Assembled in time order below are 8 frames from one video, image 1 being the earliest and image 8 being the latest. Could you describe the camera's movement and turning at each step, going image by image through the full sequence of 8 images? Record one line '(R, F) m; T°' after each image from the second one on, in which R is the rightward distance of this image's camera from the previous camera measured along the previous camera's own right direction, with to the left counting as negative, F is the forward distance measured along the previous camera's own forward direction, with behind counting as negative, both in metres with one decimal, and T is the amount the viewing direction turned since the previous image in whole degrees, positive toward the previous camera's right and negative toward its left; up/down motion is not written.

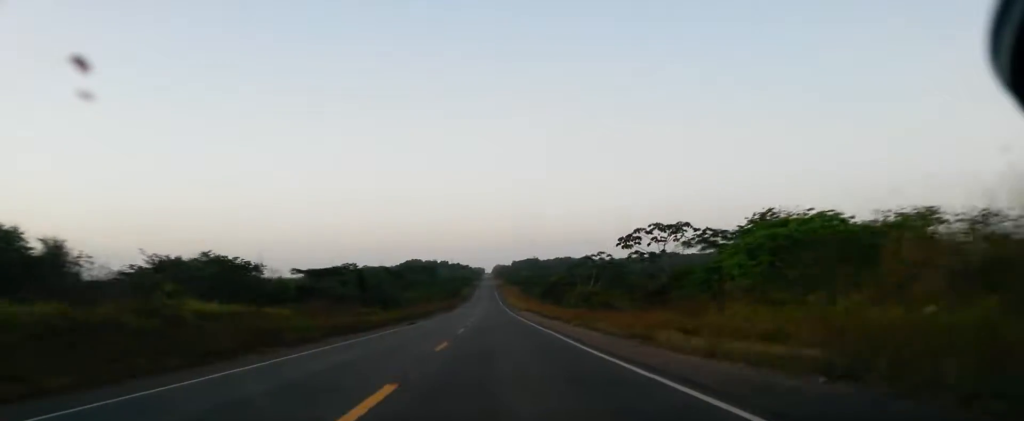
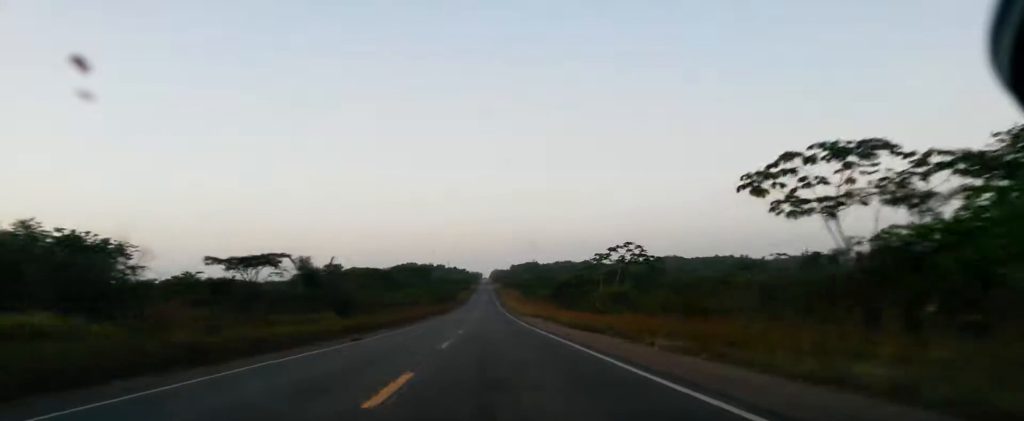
(-1.2, +21.4) m; +2°
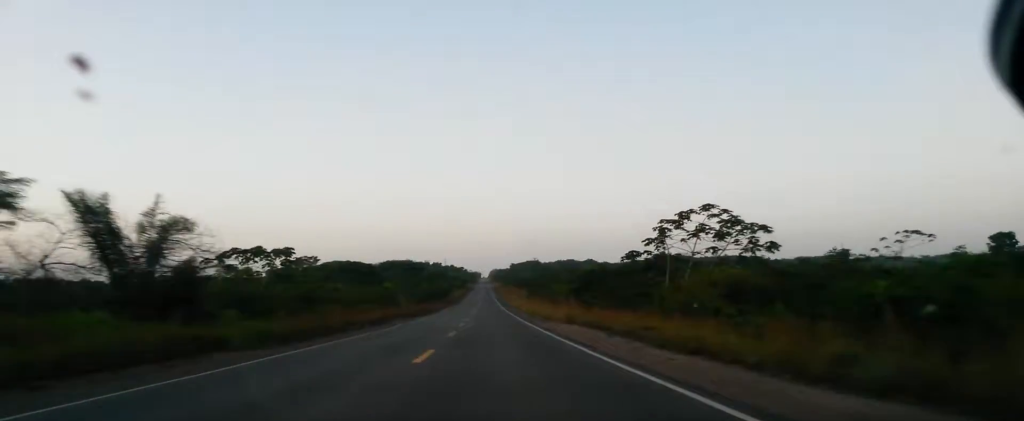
(+2.5, +29.7) m; +1°
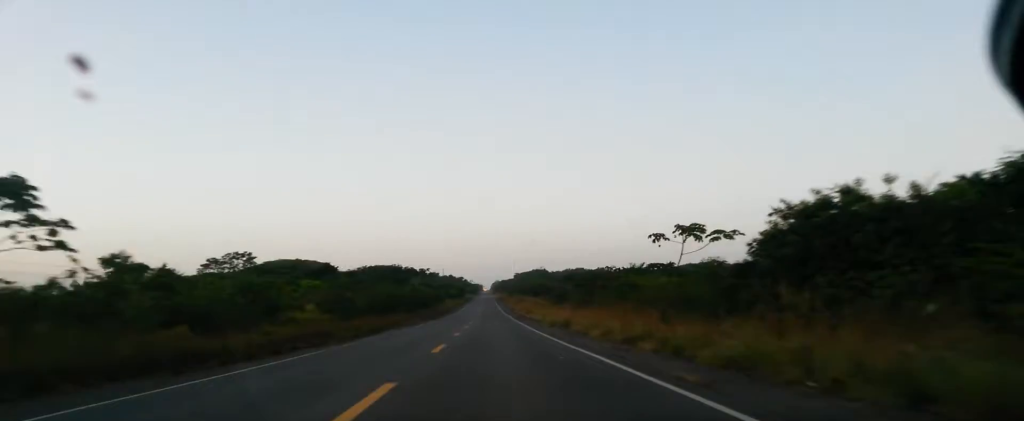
(-2.8, +55.9) m; -4°
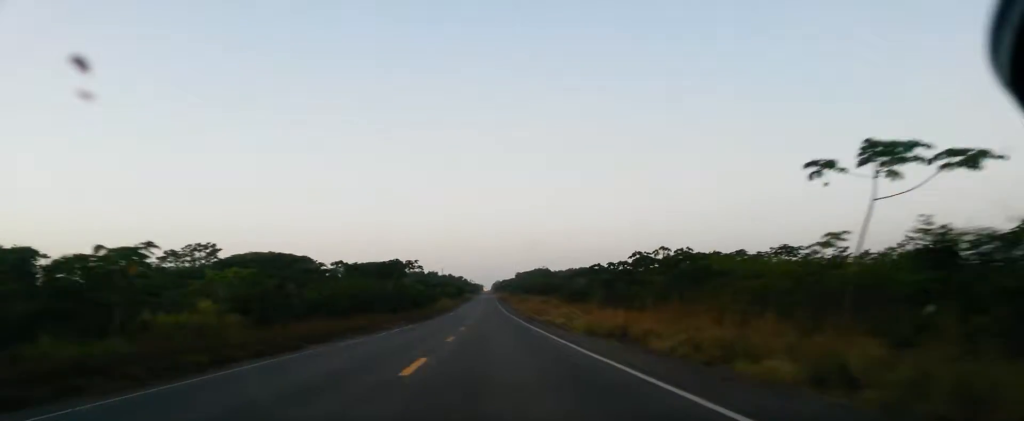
(0.0, +18.7) m; 0°
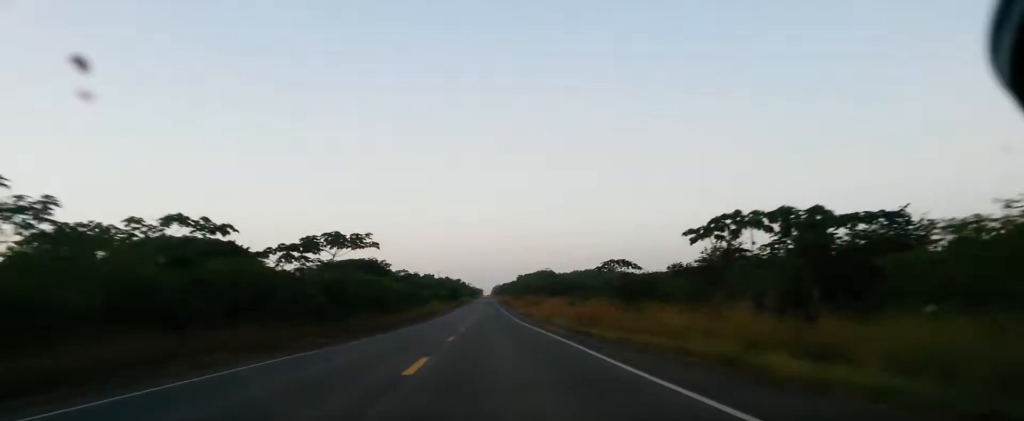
(0.0, +35.6) m; 0°
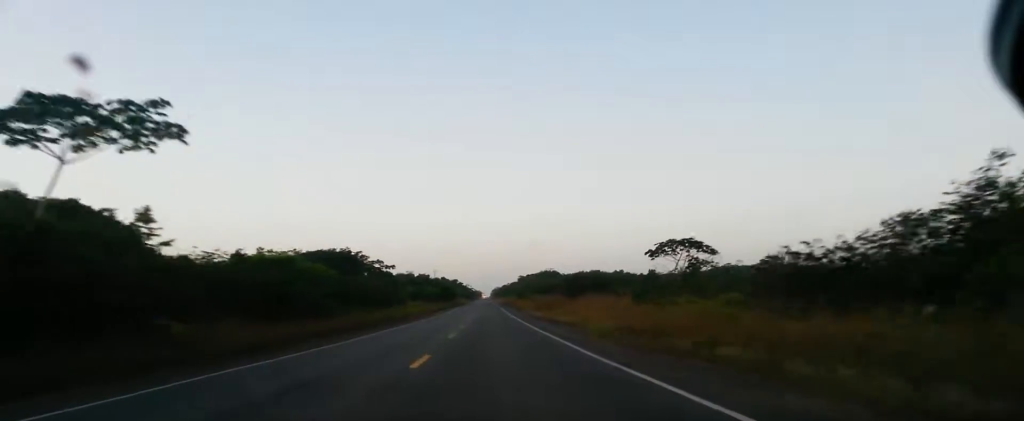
(0.0, +33.1) m; 0°
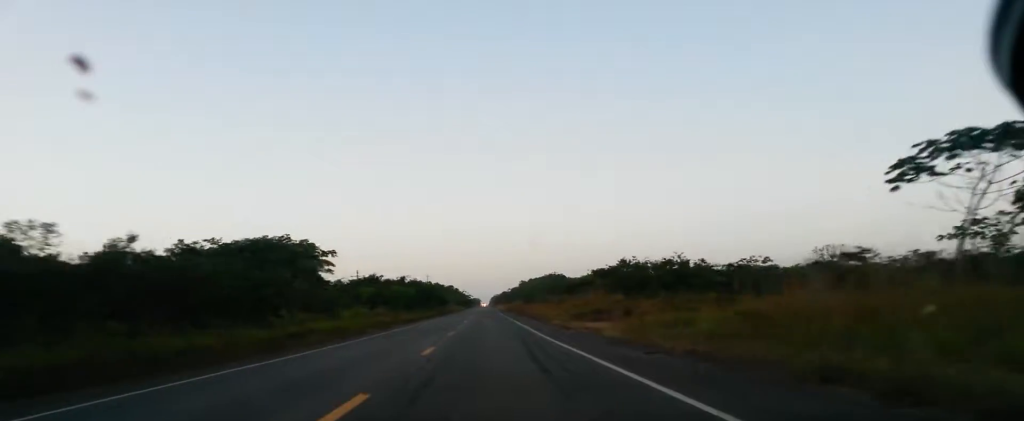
(0.0, +42.9) m; 0°
